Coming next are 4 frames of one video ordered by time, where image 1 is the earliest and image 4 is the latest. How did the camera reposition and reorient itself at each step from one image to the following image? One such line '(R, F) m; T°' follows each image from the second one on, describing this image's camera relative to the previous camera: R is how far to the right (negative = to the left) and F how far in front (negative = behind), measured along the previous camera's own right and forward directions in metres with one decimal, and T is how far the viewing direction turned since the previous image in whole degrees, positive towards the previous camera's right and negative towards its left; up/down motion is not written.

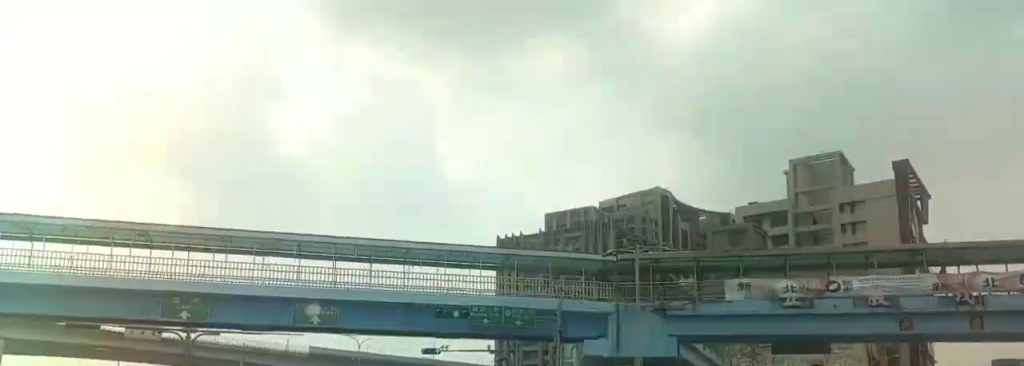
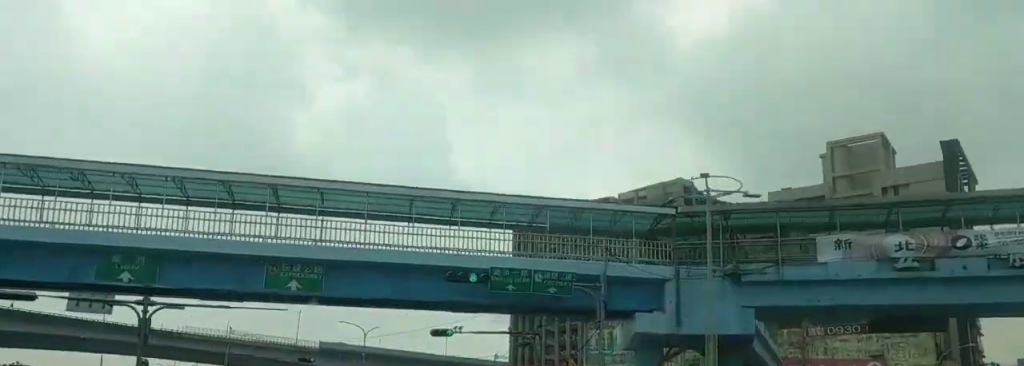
(-0.1, +6.8) m; -2°
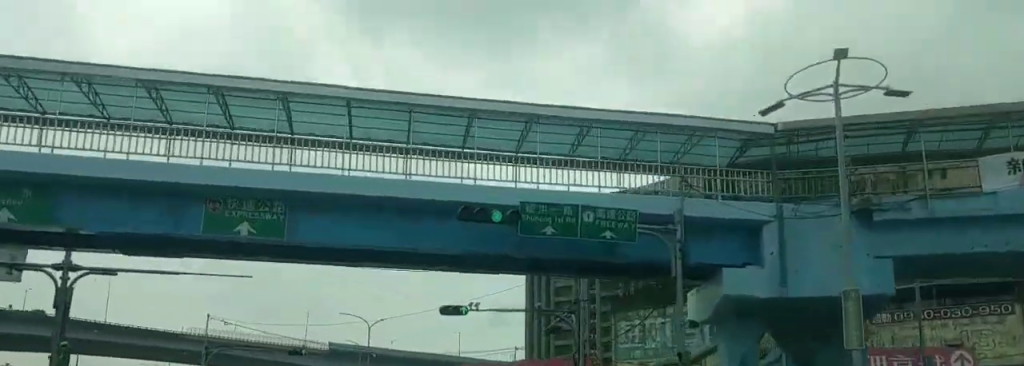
(-0.2, +7.4) m; 0°
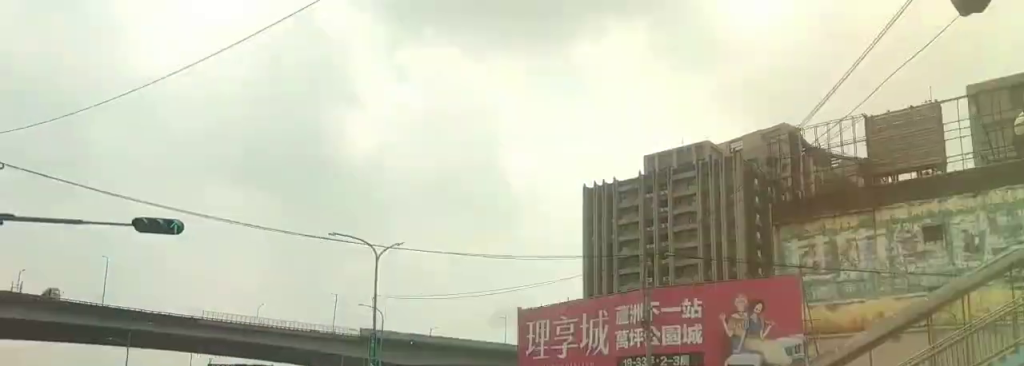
(-0.1, +25.7) m; -1°
